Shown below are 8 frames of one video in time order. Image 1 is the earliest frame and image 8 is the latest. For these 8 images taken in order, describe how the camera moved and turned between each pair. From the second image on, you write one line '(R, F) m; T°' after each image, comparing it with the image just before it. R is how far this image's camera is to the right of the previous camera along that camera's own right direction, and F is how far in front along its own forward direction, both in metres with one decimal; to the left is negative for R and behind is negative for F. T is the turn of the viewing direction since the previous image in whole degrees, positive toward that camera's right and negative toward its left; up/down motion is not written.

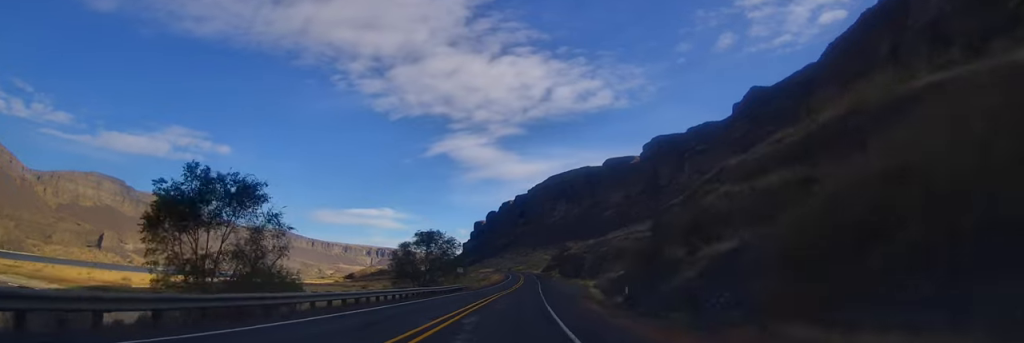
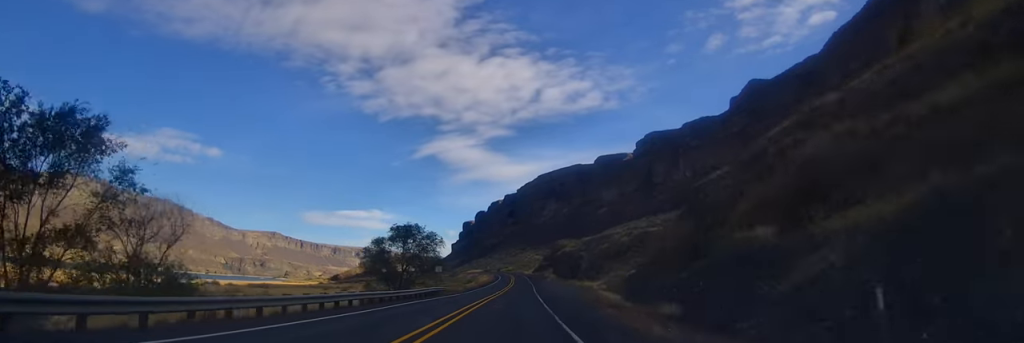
(-0.1, +13.5) m; +1°
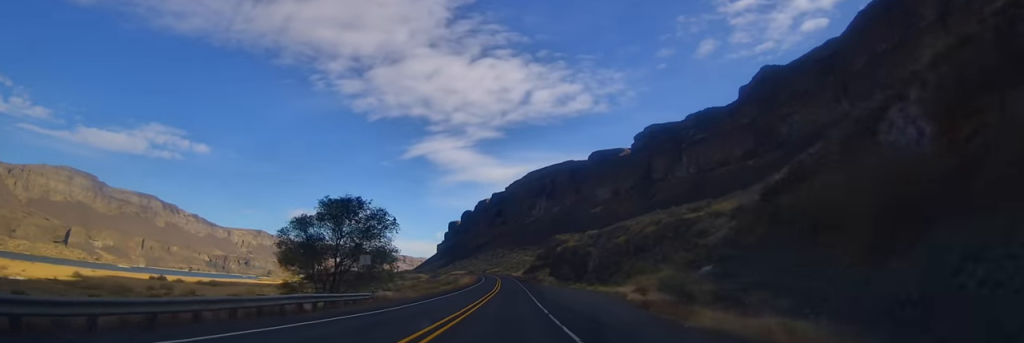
(+0.9, +30.0) m; +1°
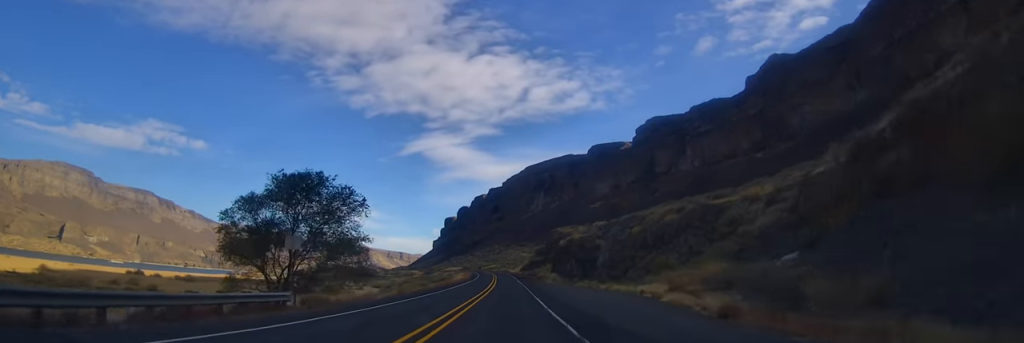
(0.0, +12.5) m; 0°
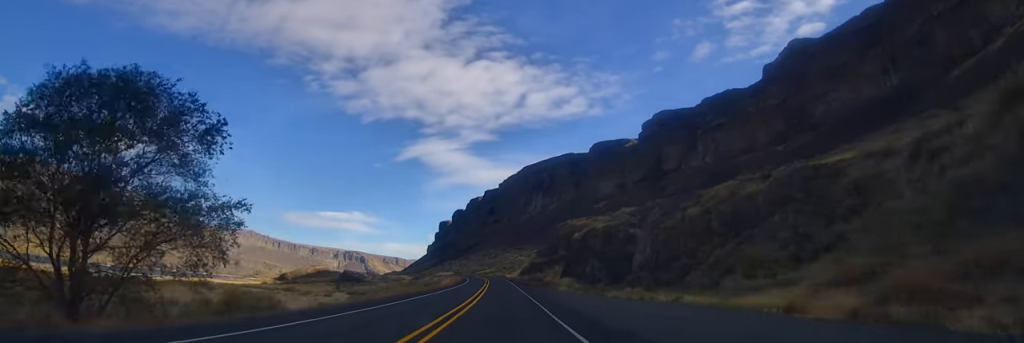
(-0.1, +26.0) m; +1°
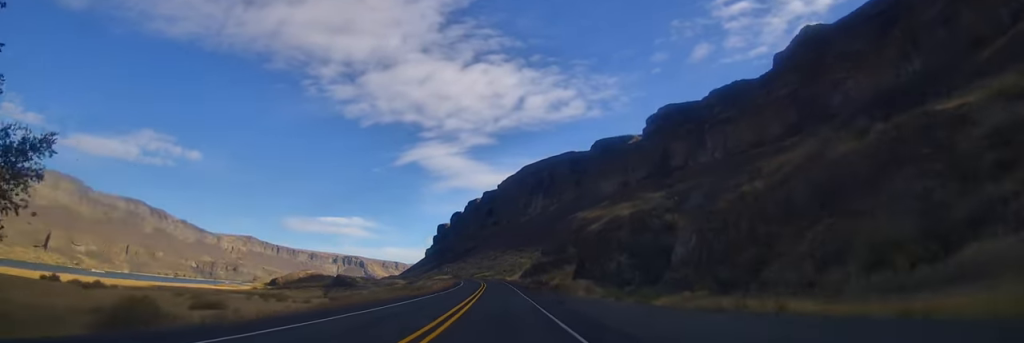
(+0.3, +14.5) m; 0°
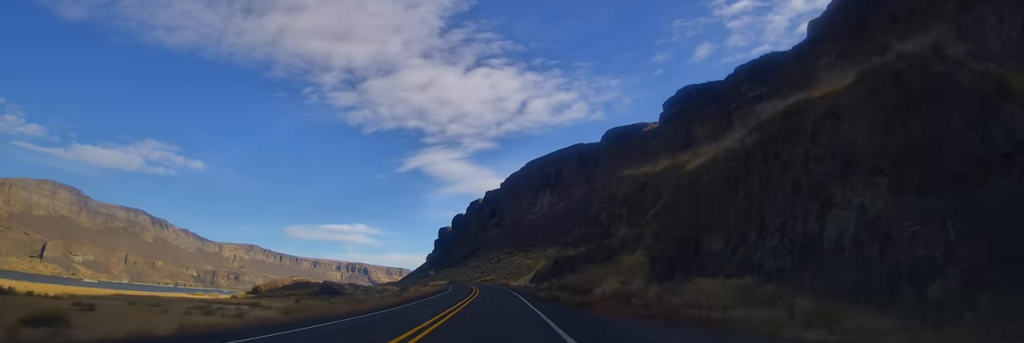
(-0.1, +33.7) m; 0°
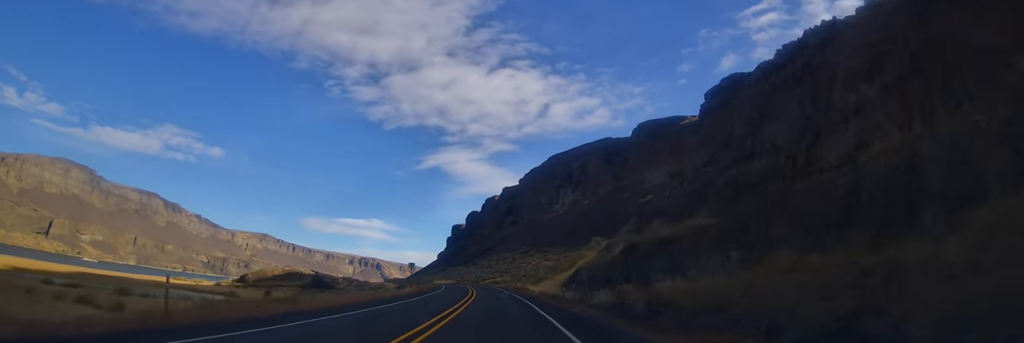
(-0.1, +32.7) m; -1°
